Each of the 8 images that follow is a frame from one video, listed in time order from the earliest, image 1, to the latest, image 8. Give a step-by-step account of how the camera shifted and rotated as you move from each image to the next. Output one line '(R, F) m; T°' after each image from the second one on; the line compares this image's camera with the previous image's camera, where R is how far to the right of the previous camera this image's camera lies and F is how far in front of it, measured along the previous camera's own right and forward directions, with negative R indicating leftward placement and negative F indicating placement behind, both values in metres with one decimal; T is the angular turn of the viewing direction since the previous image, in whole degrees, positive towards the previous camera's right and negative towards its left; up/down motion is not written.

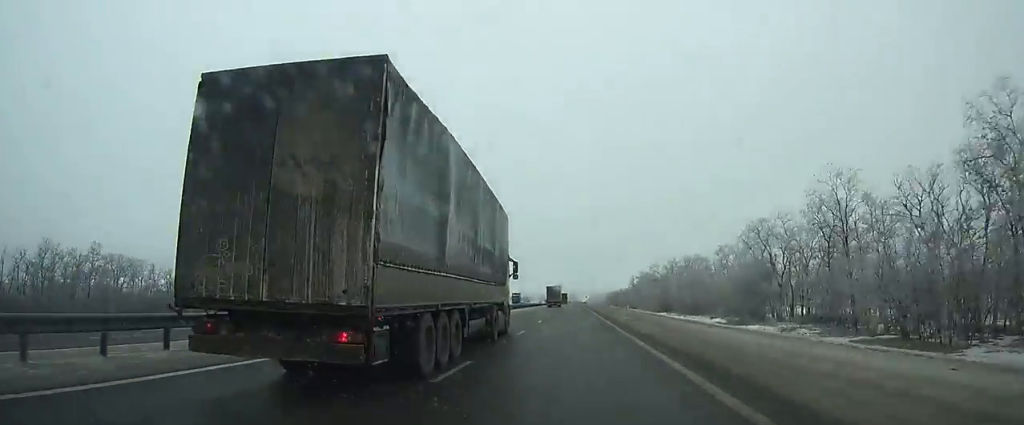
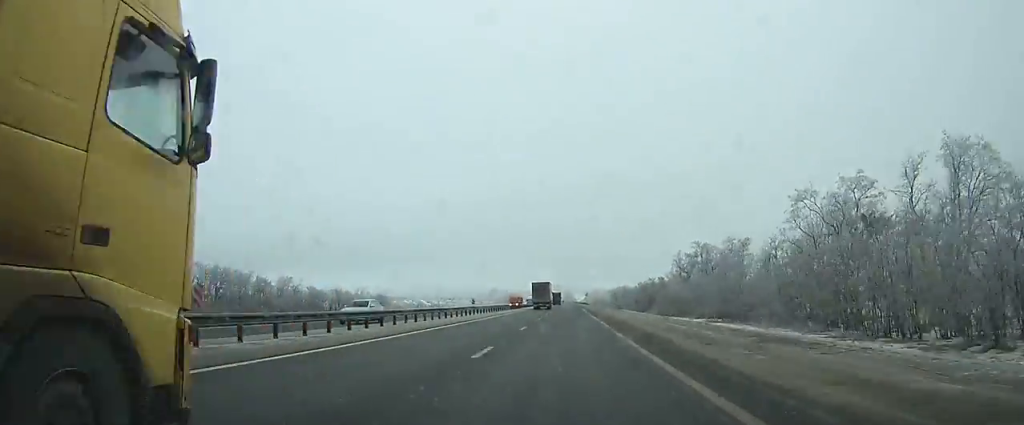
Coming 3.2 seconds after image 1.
(-0.1, +92.5) m; 0°
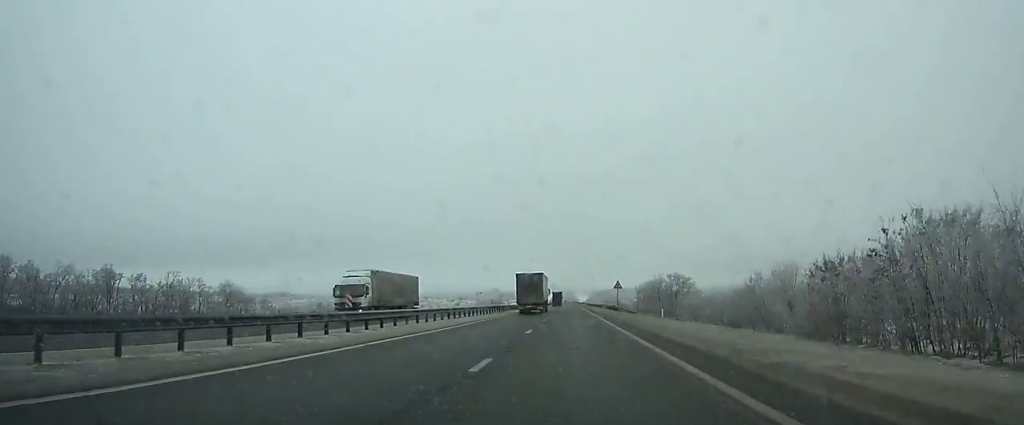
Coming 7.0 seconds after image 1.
(-0.3, +112.2) m; 0°
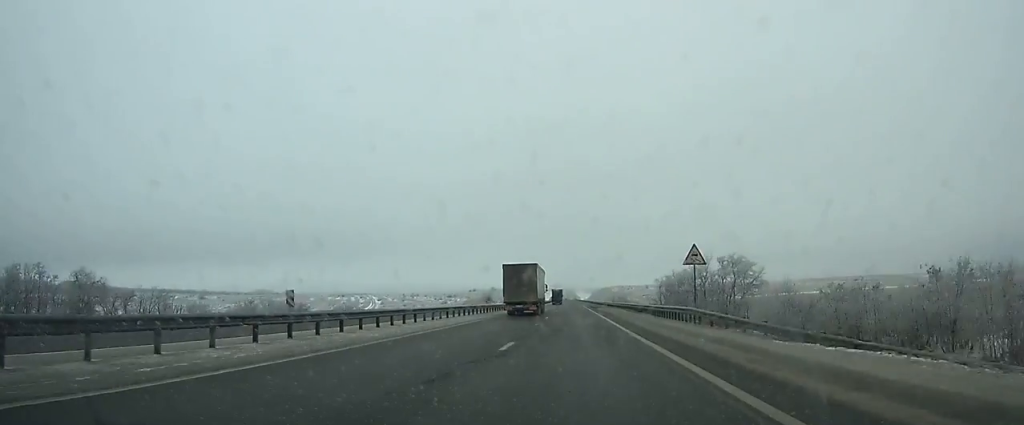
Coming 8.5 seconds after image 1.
(0.0, +44.9) m; 0°
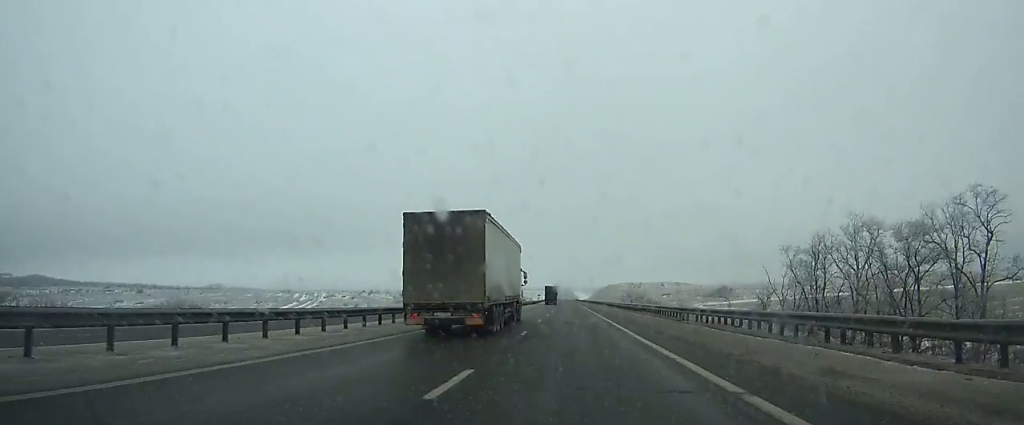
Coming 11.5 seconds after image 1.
(+0.2, +90.7) m; 0°
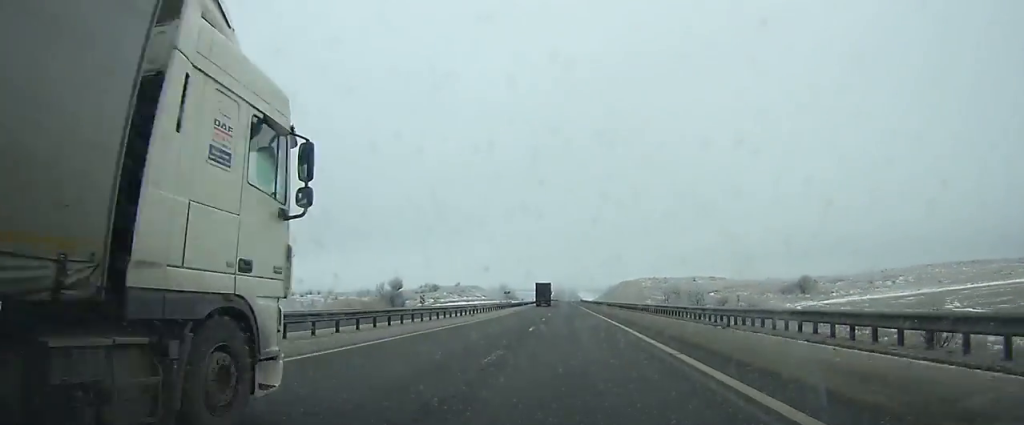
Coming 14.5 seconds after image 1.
(-0.2, +91.1) m; -1°
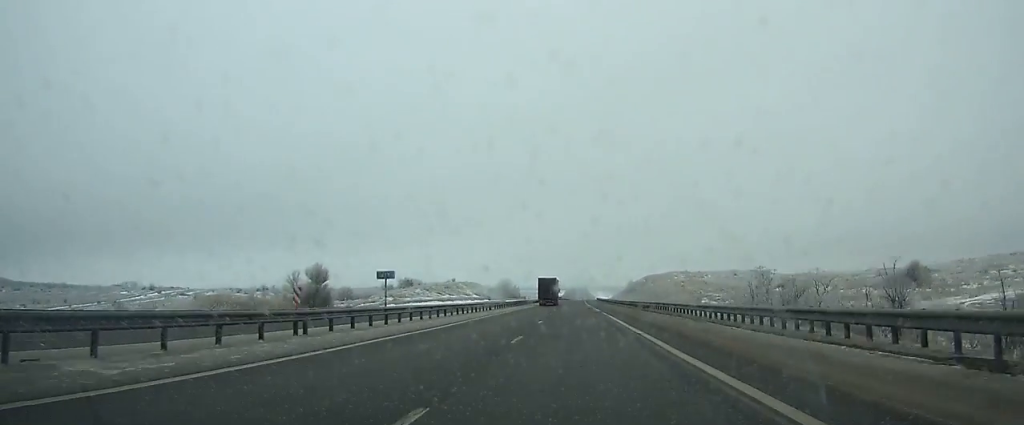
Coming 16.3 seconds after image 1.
(-0.2, +54.5) m; 0°
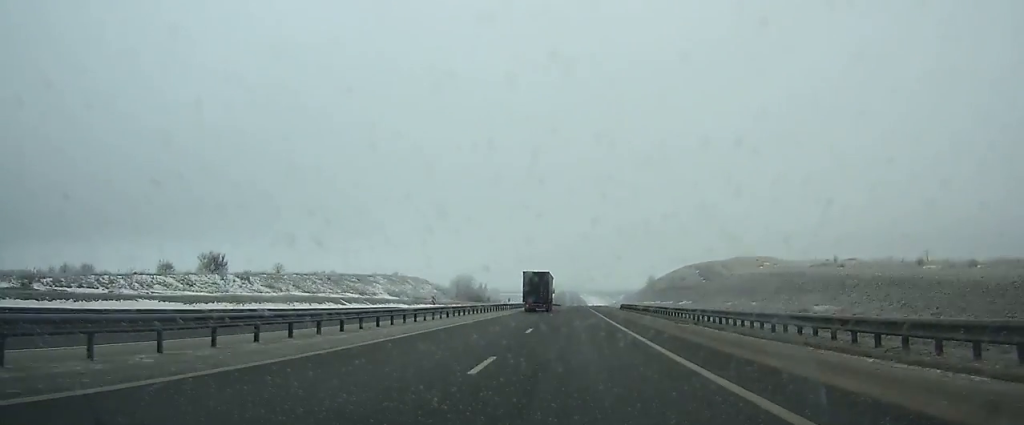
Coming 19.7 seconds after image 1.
(-0.1, +102.2) m; 0°
